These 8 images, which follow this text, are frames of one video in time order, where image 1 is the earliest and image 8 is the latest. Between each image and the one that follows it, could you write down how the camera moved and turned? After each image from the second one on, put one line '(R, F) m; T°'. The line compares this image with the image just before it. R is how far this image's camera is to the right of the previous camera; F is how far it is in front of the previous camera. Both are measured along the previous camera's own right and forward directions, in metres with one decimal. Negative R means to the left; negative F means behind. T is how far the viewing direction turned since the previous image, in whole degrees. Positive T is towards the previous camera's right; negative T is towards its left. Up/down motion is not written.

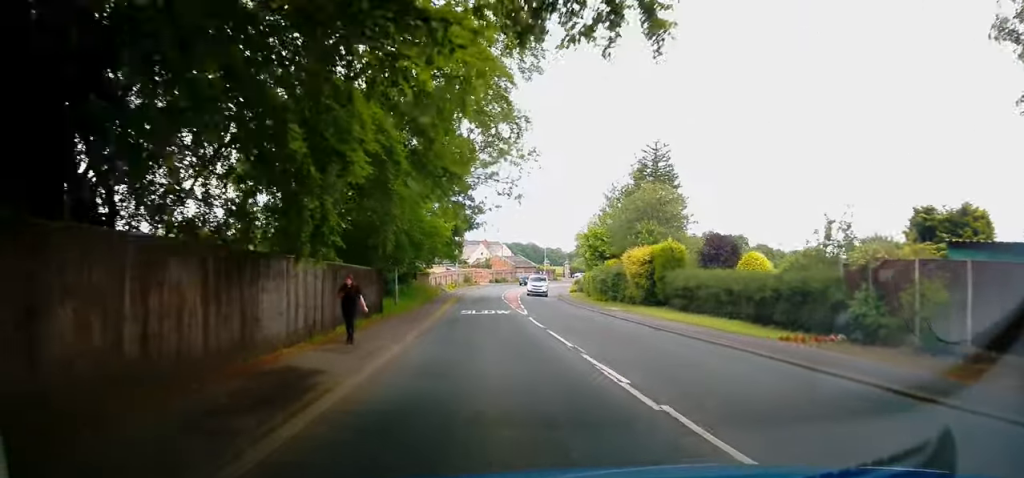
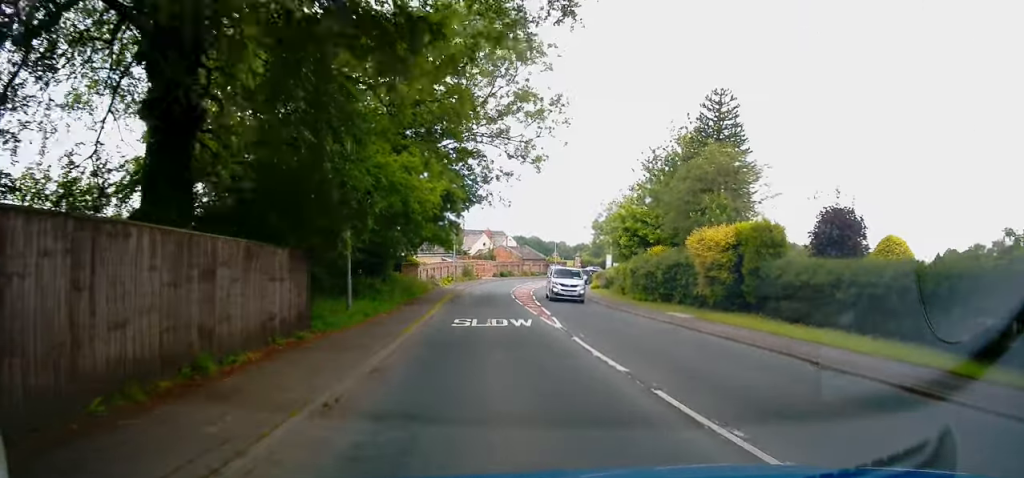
(+0.2, +10.8) m; -1°
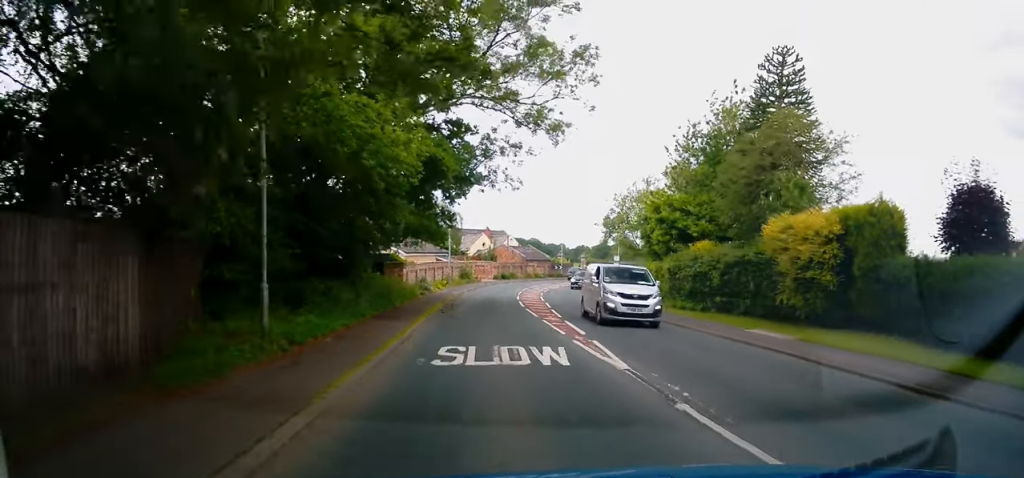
(-0.3, +7.5) m; -1°
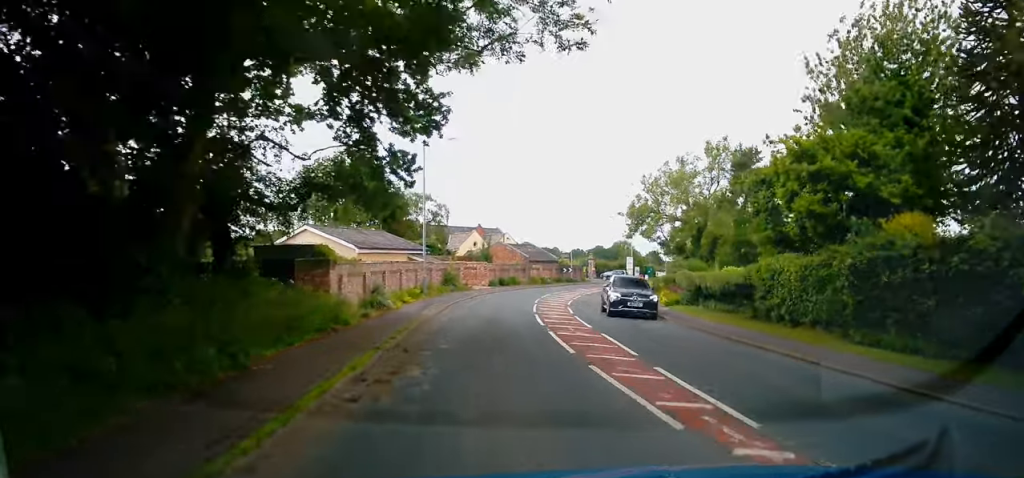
(-0.1, +14.9) m; 0°
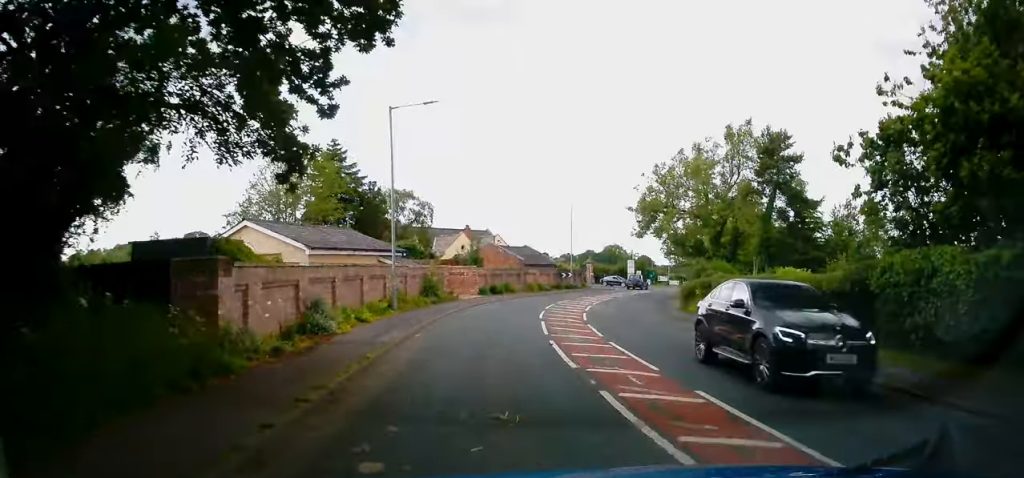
(0.0, +7.0) m; +1°
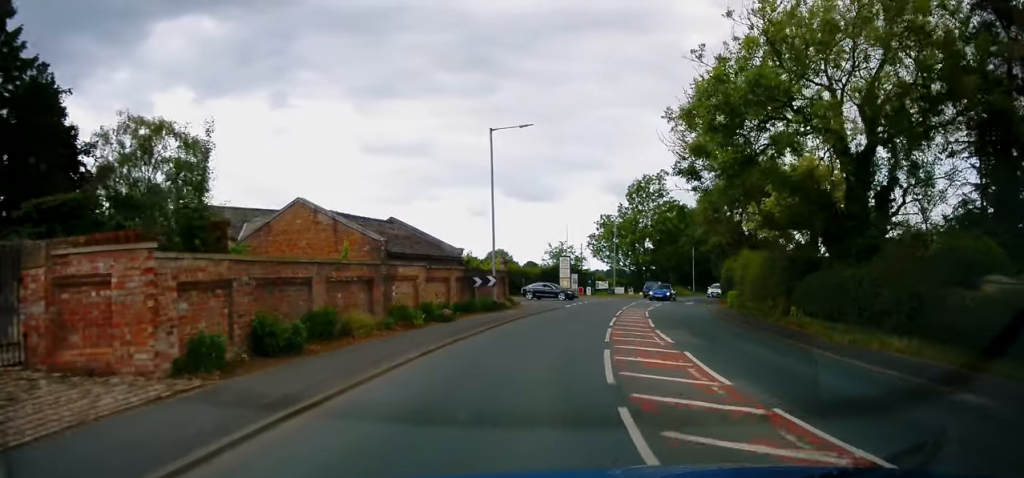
(+2.5, +31.2) m; +12°
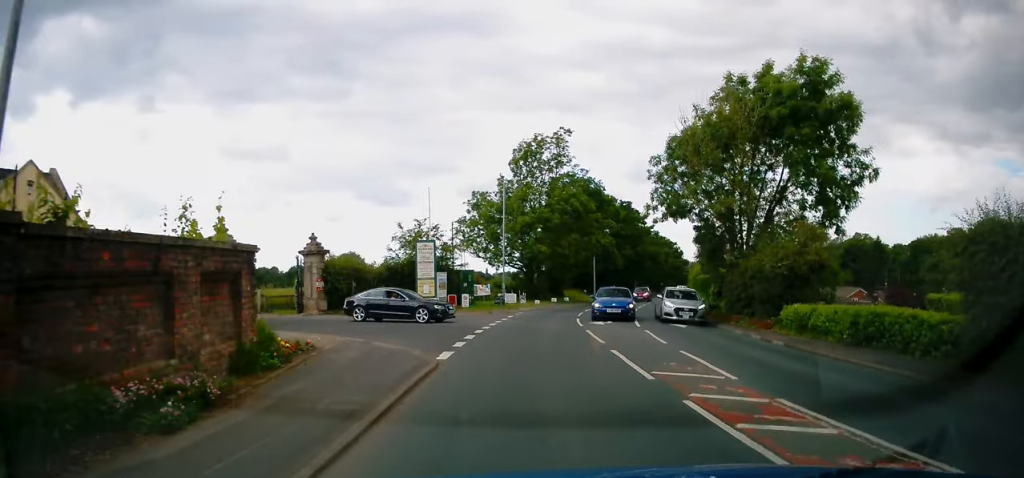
(+2.6, +23.0) m; +13°
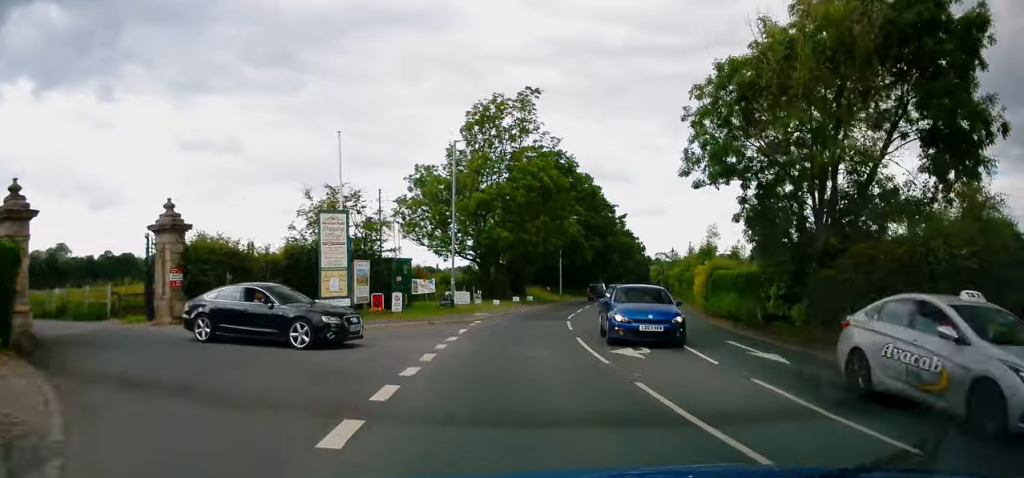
(+0.5, +10.8) m; +5°
